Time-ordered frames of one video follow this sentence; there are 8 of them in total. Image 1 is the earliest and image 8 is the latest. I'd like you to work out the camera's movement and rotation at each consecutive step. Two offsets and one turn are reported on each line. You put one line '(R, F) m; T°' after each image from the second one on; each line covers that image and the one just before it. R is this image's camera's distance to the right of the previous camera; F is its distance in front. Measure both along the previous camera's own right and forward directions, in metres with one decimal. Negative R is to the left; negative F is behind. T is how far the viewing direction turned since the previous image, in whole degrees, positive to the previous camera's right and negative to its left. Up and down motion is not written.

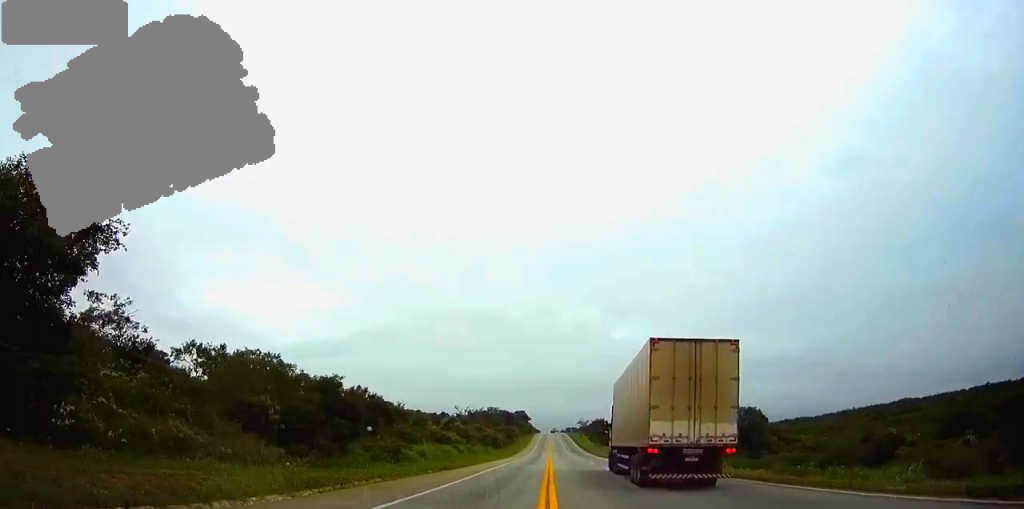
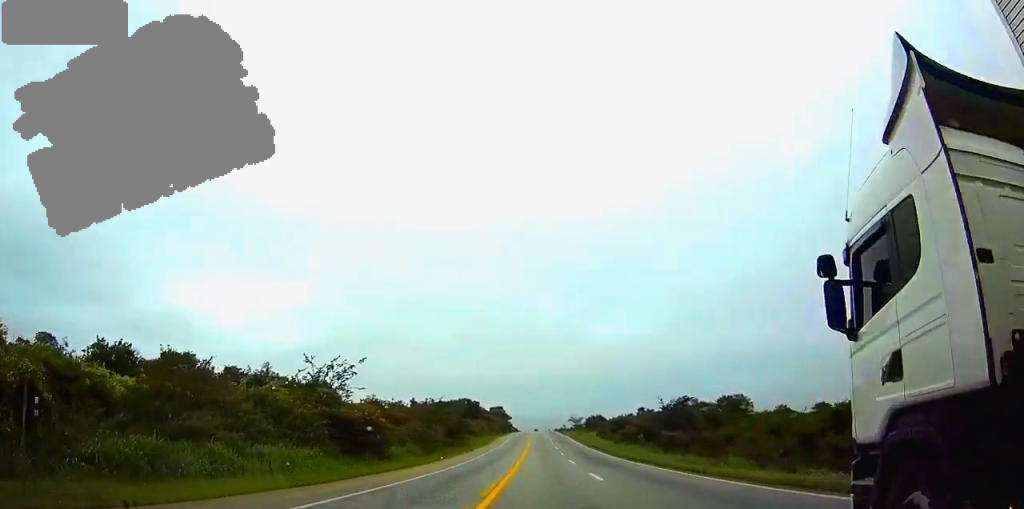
(+1.2, +94.6) m; +1°
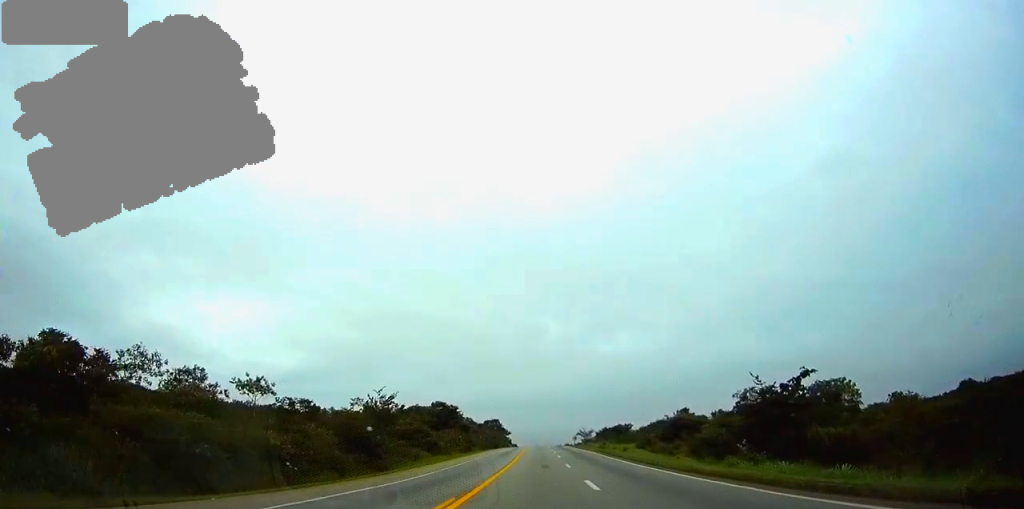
(-0.2, +54.4) m; -1°
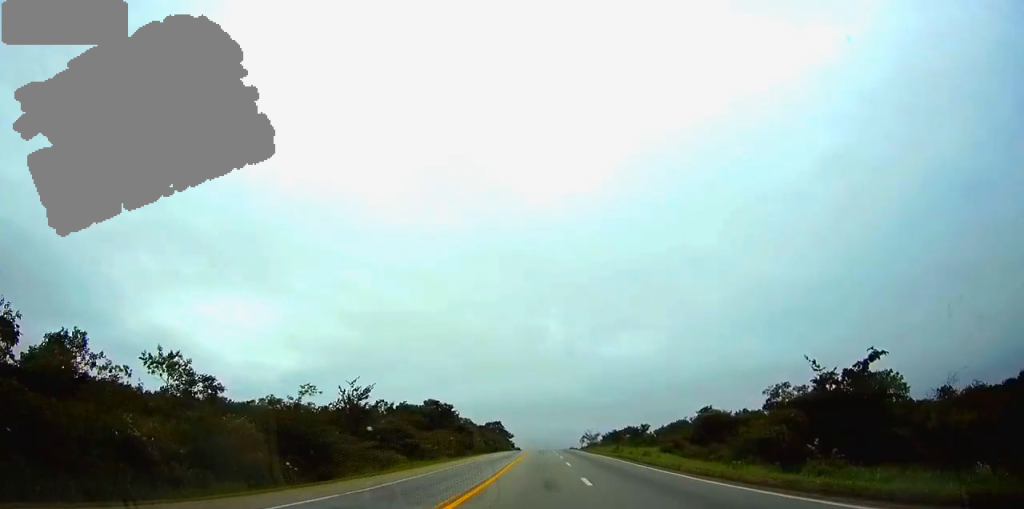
(0.0, +14.3) m; 0°
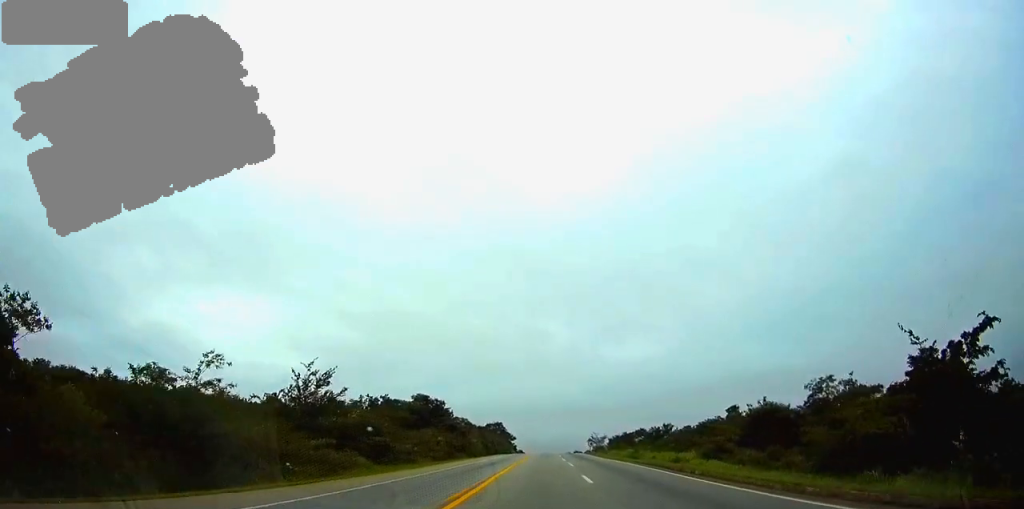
(0.0, +15.4) m; 0°
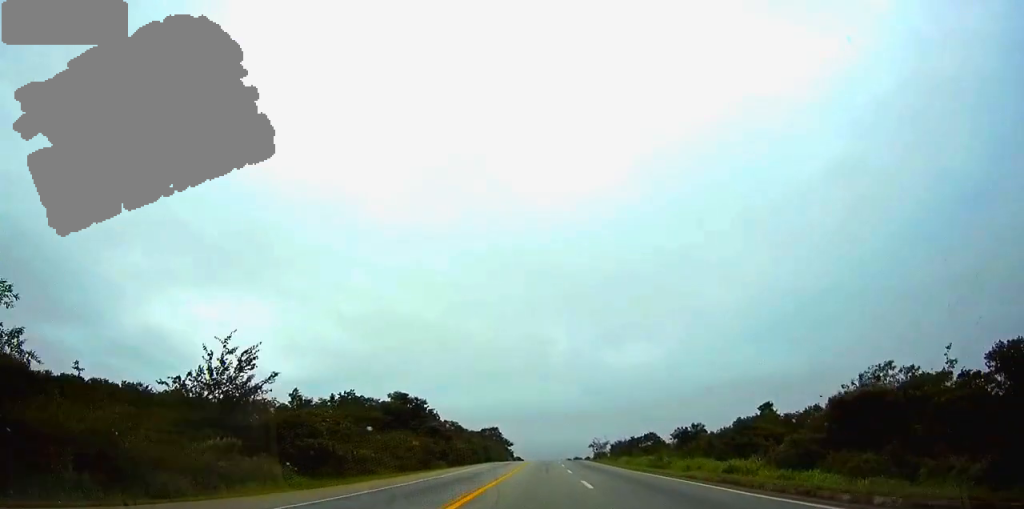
(-0.1, +16.6) m; 0°
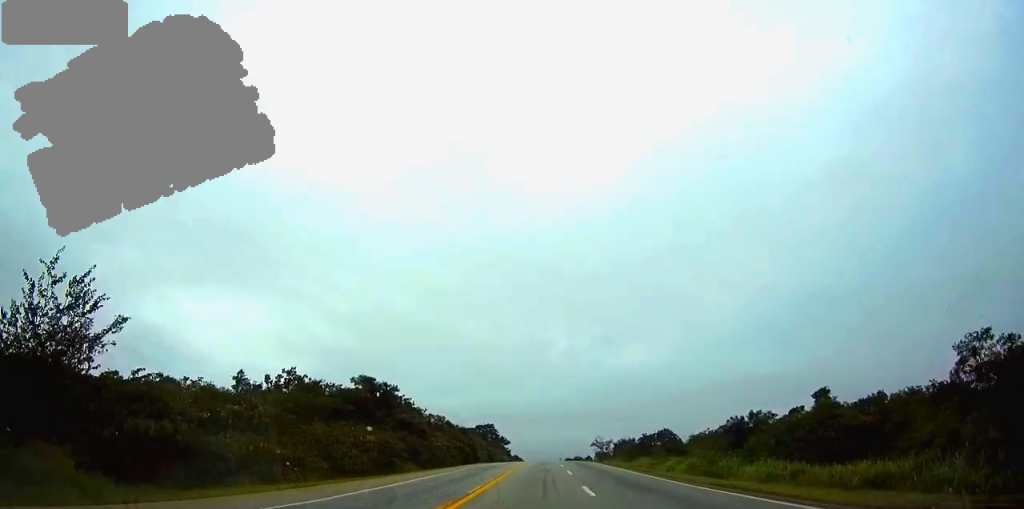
(0.0, +18.8) m; 0°
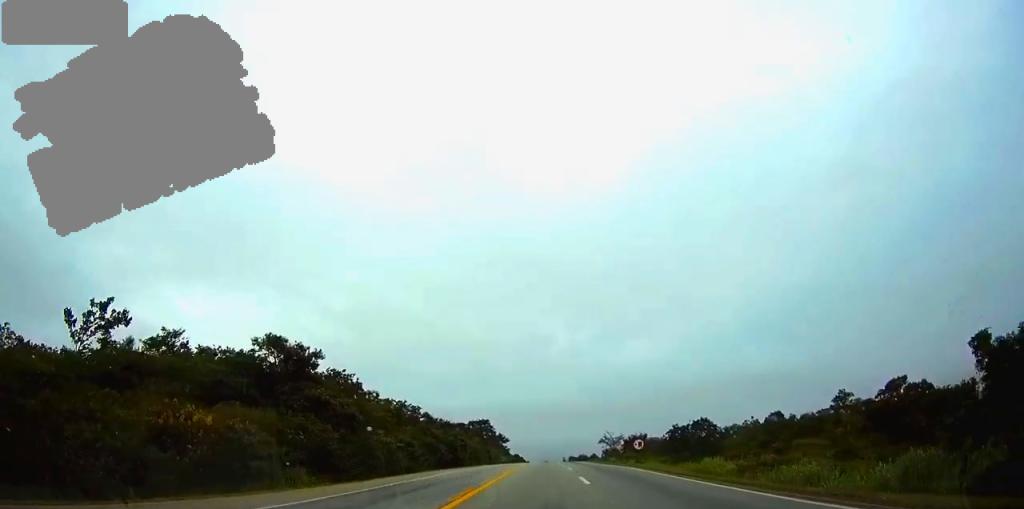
(+0.1, +28.9) m; 0°
